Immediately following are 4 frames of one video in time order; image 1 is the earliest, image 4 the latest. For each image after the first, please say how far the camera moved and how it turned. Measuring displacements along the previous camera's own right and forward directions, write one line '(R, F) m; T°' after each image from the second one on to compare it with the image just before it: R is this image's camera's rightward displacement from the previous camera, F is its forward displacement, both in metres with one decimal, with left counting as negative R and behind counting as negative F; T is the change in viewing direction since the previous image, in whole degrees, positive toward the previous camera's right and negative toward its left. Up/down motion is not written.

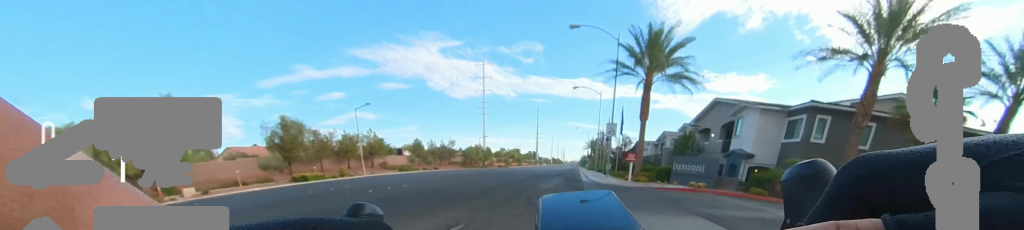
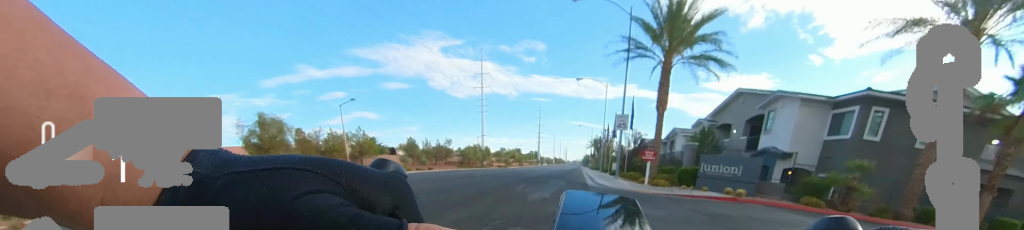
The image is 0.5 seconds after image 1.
(0.0, +3.3) m; 0°
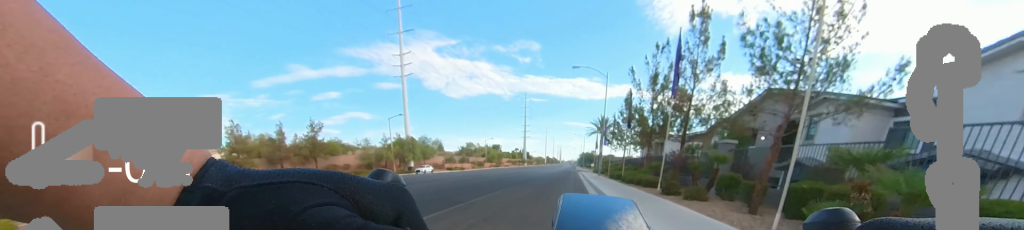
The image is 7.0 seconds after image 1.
(0.0, +39.9) m; 0°
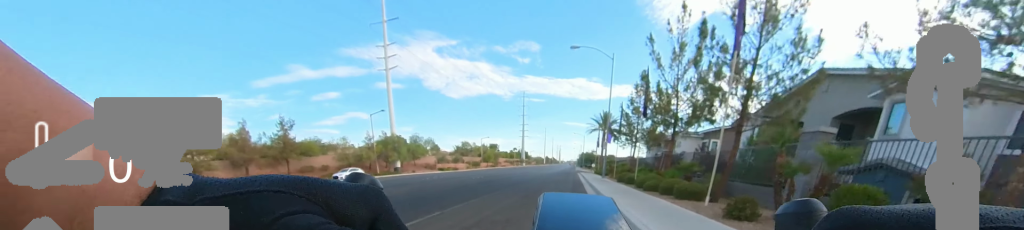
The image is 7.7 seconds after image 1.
(0.0, +4.4) m; 0°
